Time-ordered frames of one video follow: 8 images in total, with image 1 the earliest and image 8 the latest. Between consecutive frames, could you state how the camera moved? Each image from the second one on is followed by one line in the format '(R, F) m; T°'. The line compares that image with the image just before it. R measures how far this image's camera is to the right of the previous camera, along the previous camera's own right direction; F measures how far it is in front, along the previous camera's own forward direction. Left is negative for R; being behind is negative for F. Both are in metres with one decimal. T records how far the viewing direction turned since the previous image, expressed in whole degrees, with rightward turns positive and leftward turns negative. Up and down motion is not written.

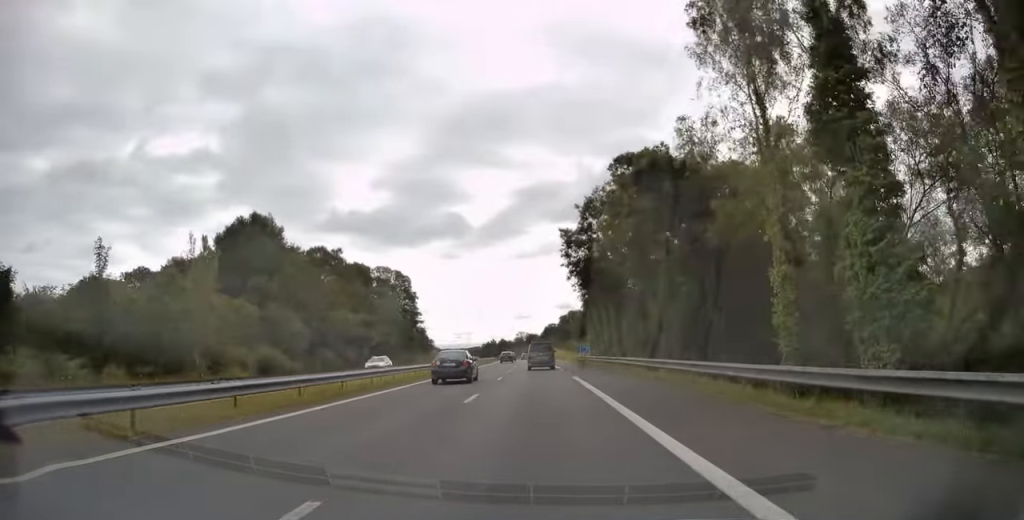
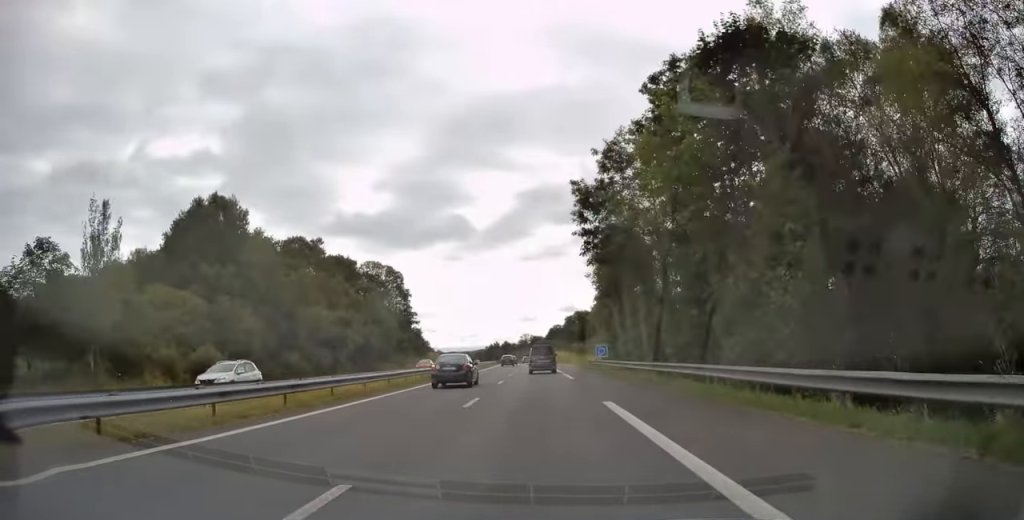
(0.0, +13.0) m; 0°
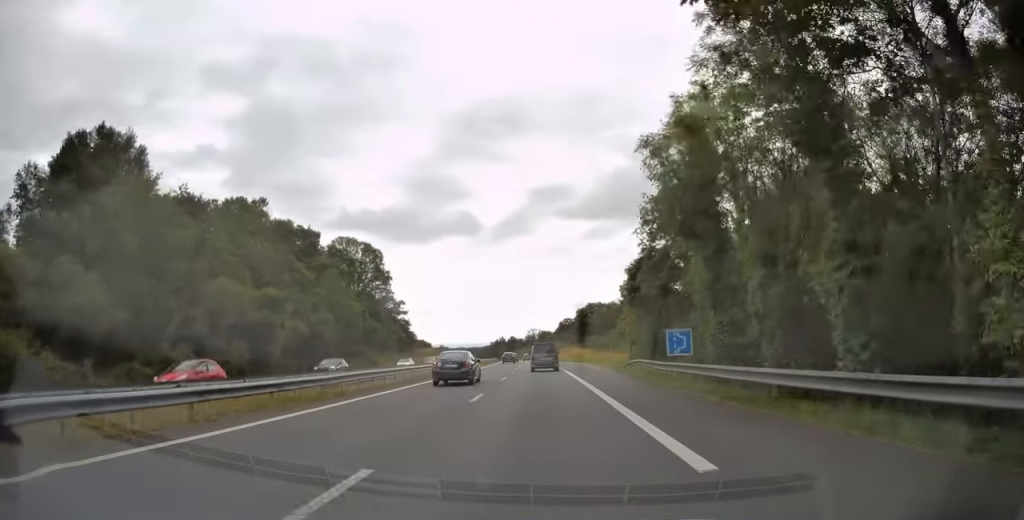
(0.0, +24.9) m; -1°
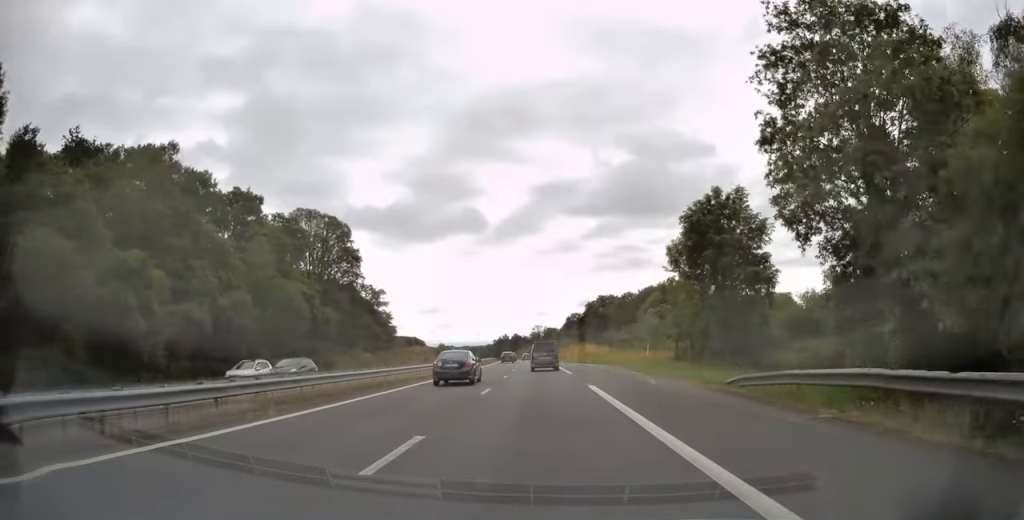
(-0.1, +22.9) m; -1°
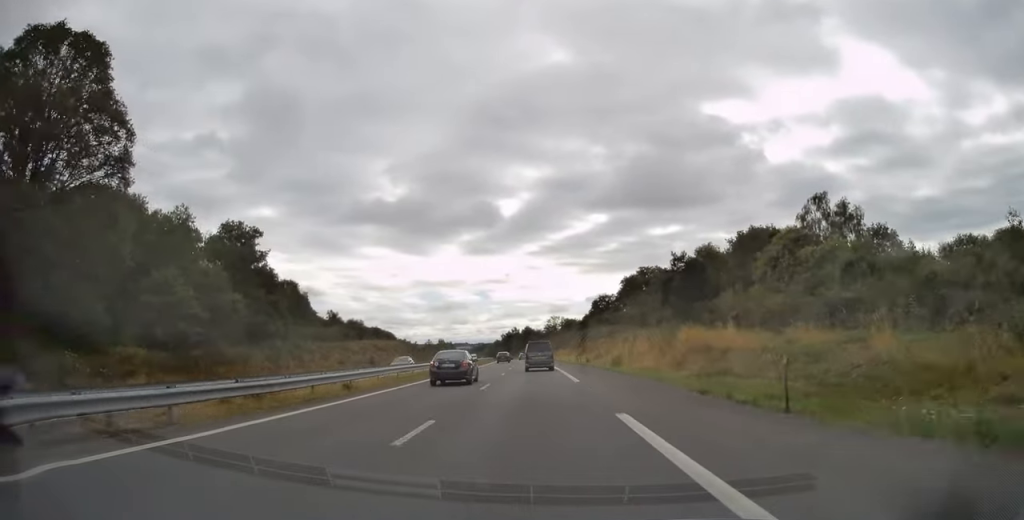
(-0.6, +61.7) m; -1°
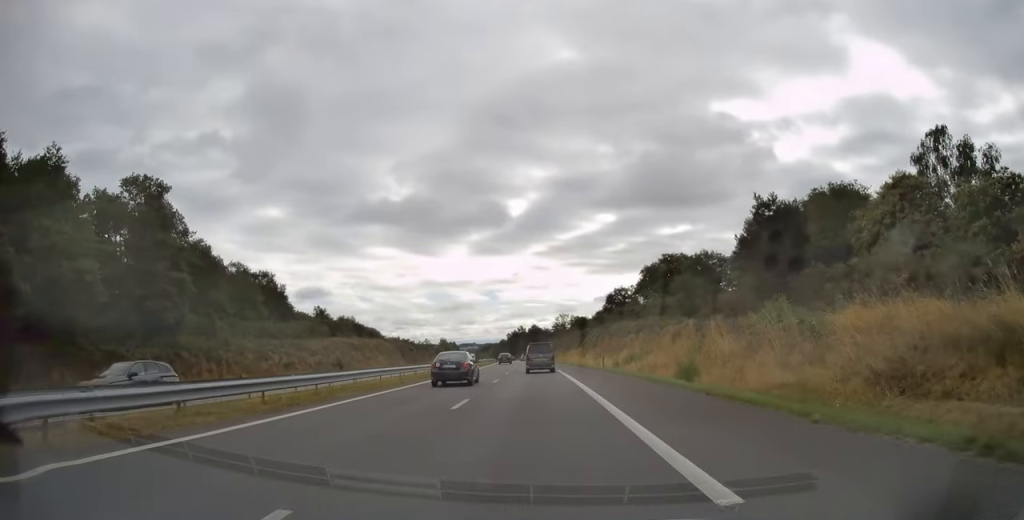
(-0.2, +19.7) m; -1°
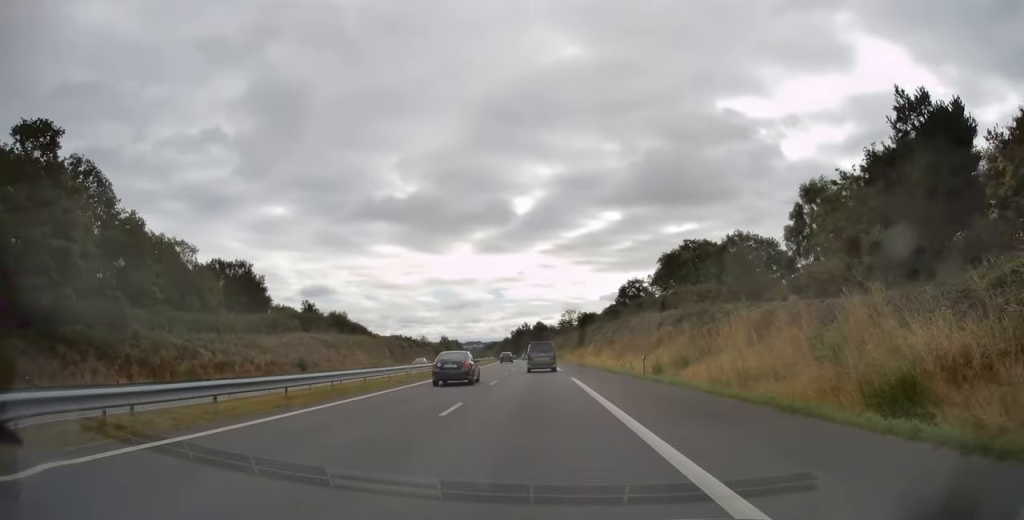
(-0.1, +14.5) m; -1°
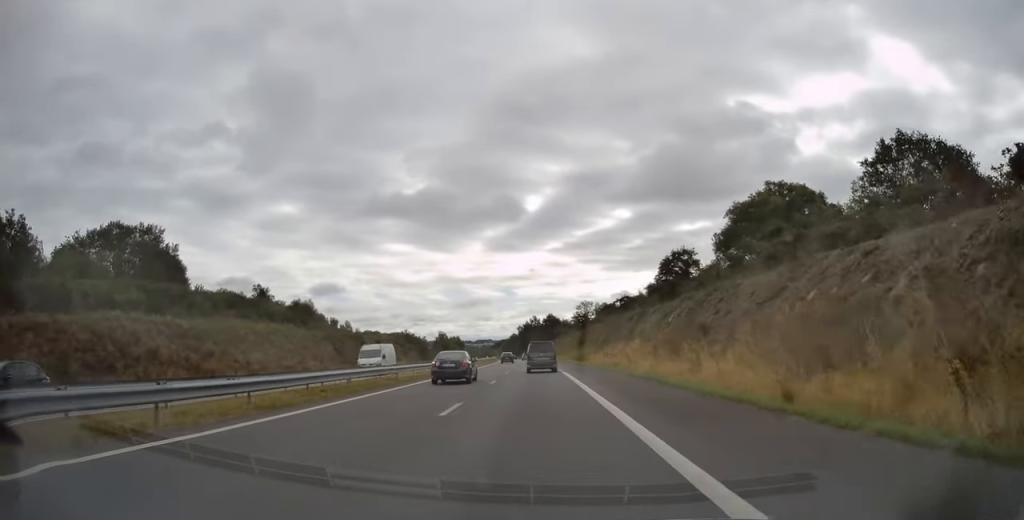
(-0.7, +38.3) m; -2°
